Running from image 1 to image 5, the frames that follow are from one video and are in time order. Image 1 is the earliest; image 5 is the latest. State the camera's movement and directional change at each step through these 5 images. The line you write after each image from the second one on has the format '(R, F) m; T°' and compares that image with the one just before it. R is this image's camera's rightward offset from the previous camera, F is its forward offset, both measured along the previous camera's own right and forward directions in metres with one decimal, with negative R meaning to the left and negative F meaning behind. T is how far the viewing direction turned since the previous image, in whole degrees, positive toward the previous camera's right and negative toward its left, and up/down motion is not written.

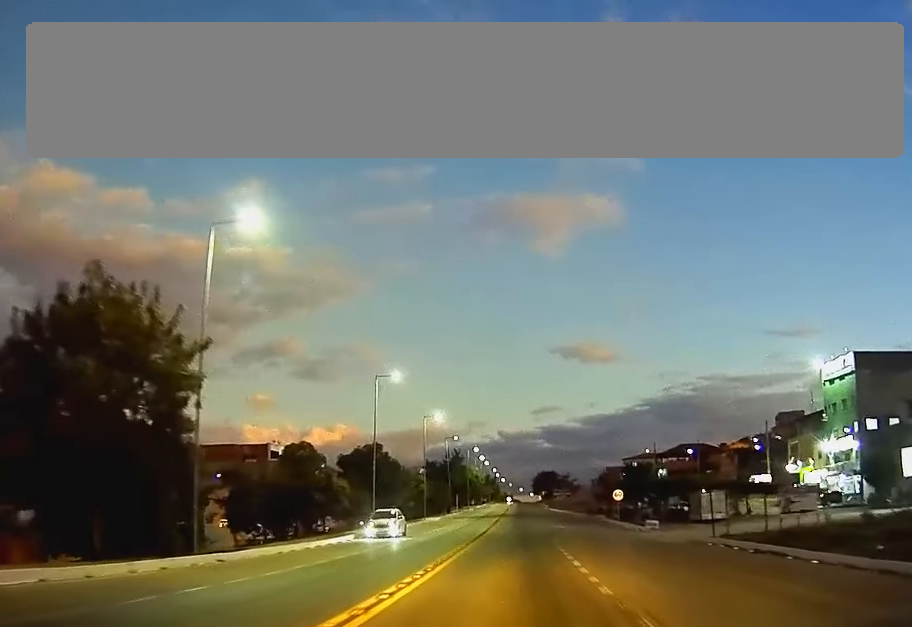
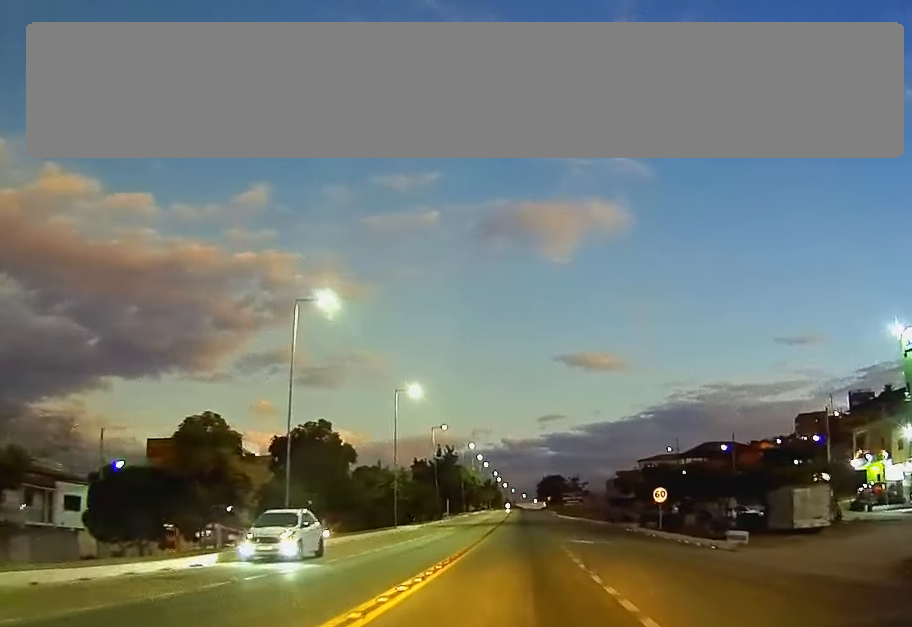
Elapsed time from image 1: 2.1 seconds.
(-0.1, +20.8) m; -1°
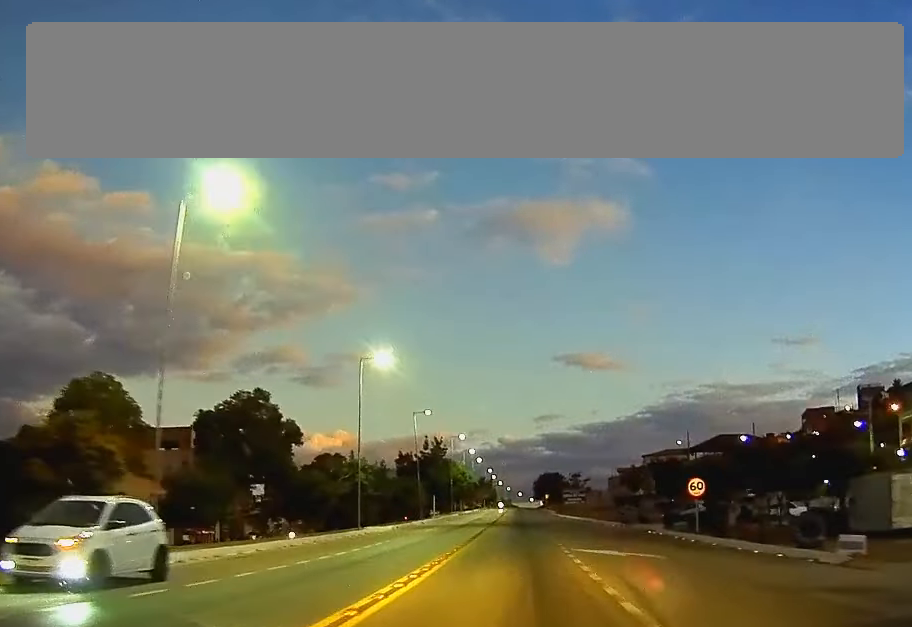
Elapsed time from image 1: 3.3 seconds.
(-0.1, +12.0) m; 0°
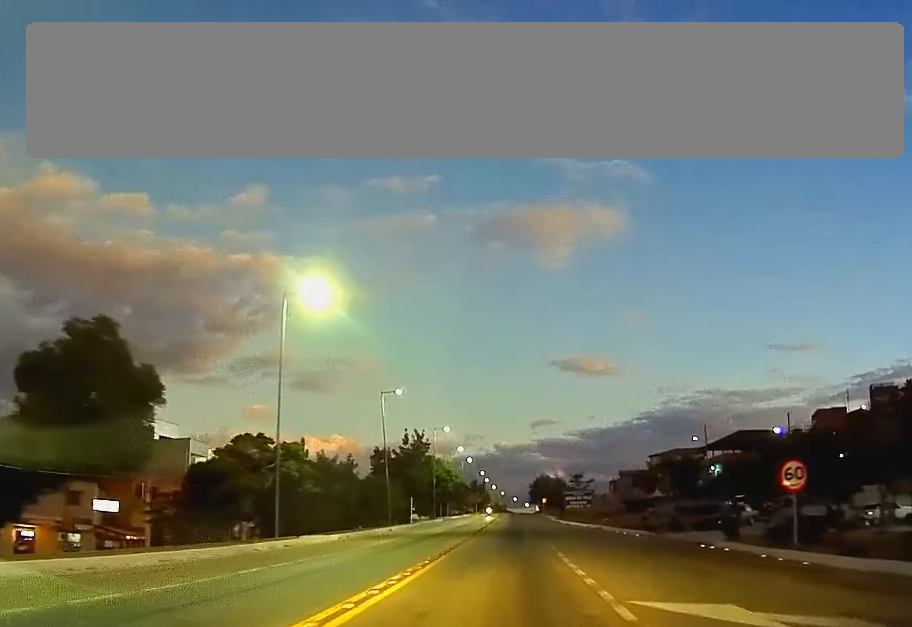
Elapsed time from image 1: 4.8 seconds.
(+0.3, +15.3) m; +2°
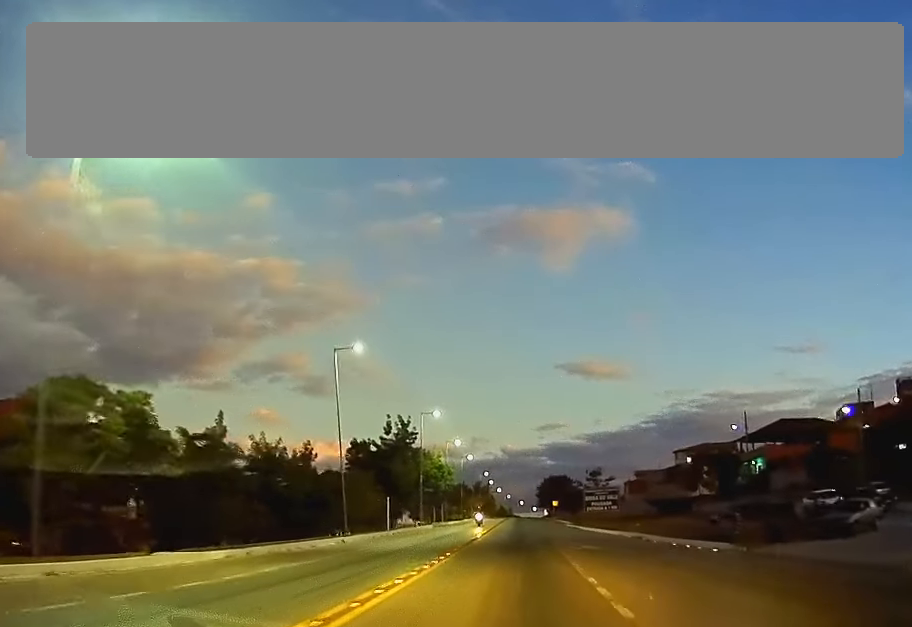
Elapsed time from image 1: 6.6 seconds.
(-0.2, +18.1) m; -1°
